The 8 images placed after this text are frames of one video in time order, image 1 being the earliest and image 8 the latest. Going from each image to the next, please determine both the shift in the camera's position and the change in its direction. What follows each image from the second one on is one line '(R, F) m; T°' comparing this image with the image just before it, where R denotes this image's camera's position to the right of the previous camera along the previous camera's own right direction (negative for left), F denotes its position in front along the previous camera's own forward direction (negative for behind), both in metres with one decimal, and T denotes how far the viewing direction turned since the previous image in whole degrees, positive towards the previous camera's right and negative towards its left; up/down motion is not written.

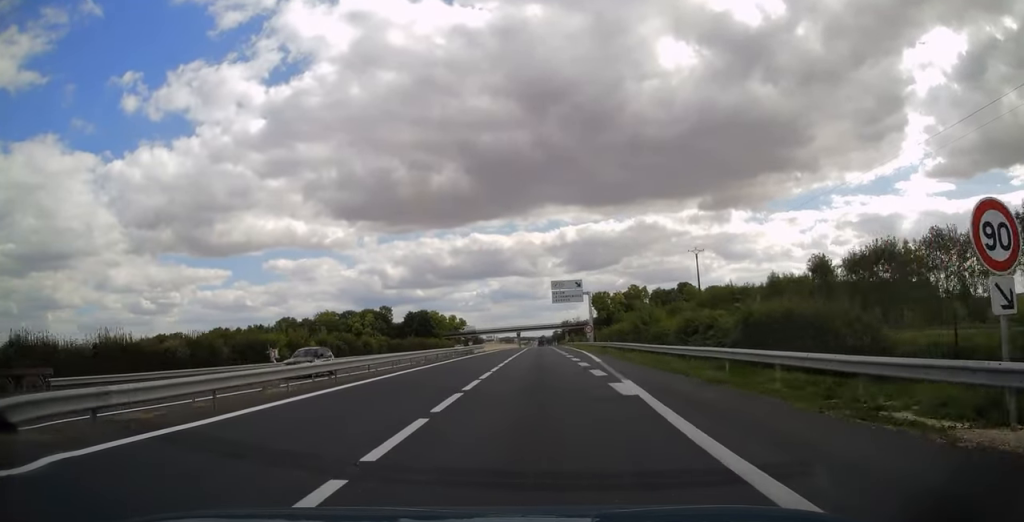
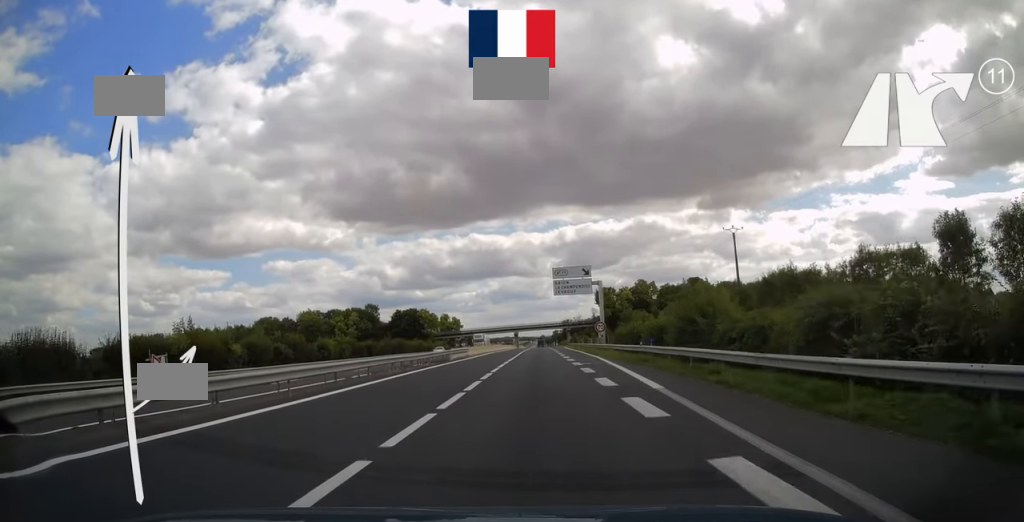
(0.0, +15.7) m; 0°
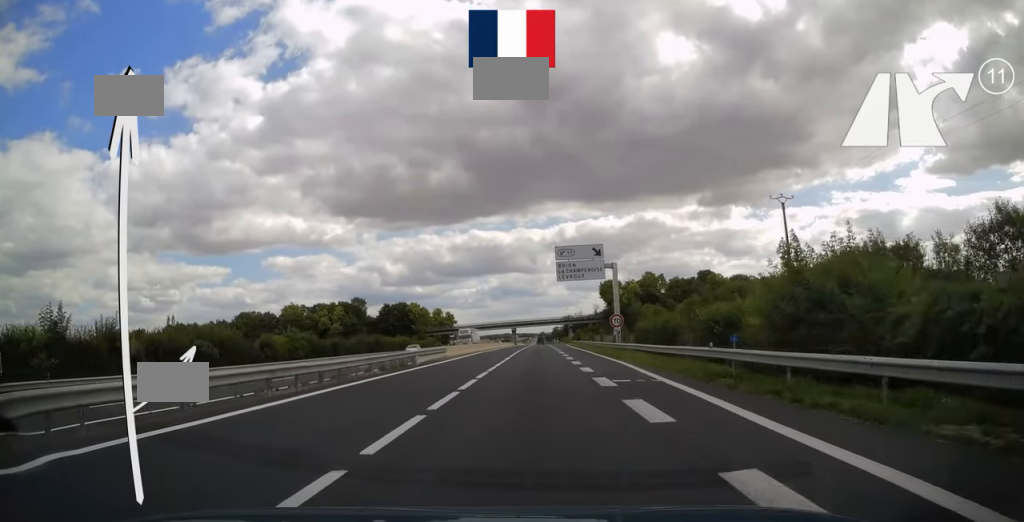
(0.0, +13.3) m; 0°
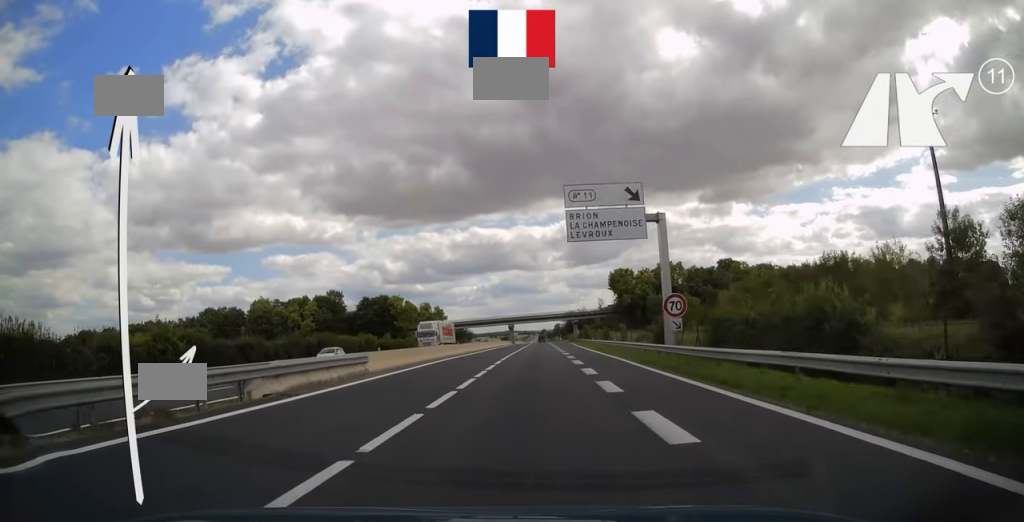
(0.0, +20.7) m; 0°
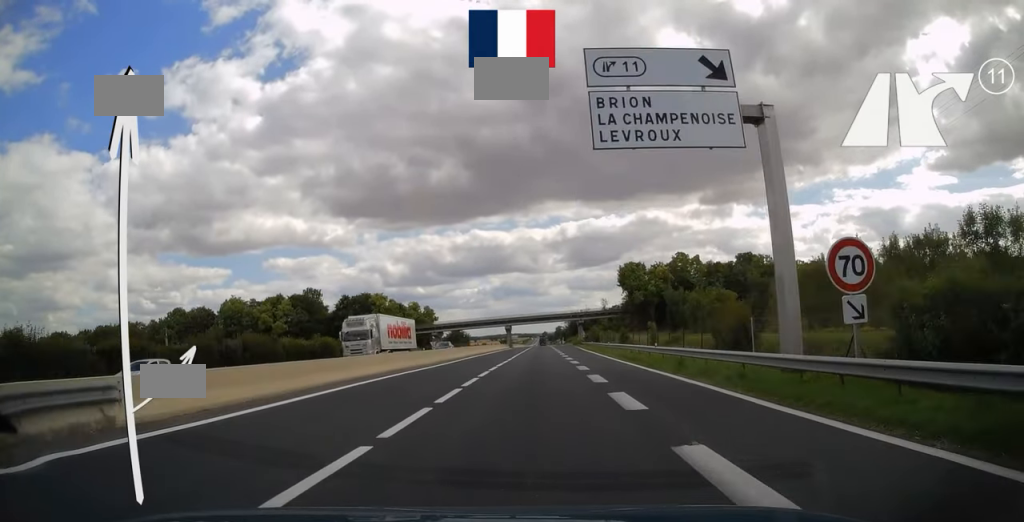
(0.0, +15.8) m; 0°
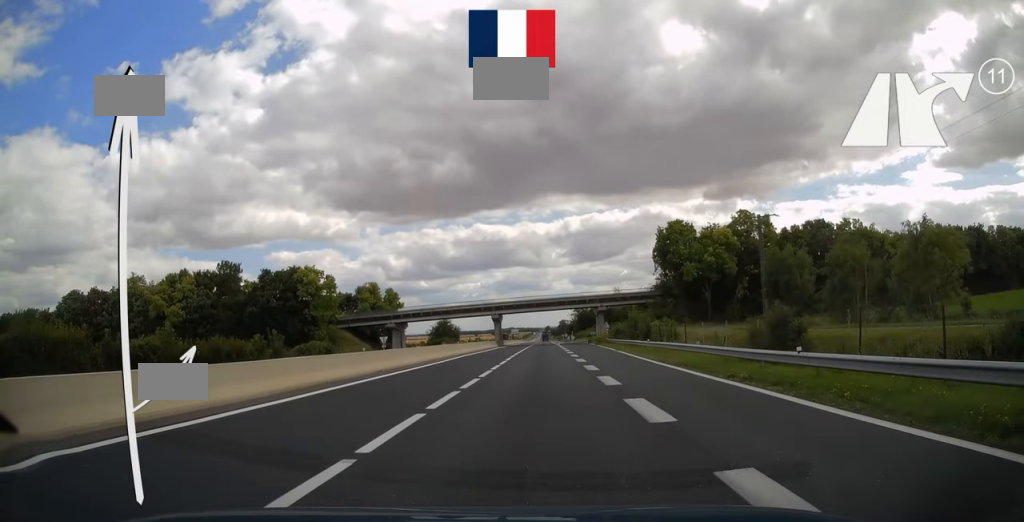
(-0.1, +39.5) m; 0°
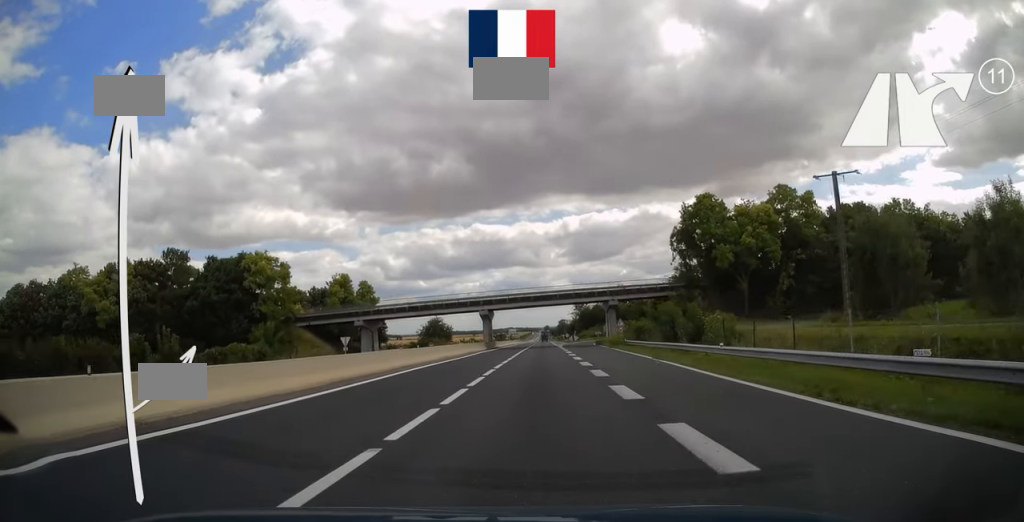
(+0.1, +15.8) m; 0°
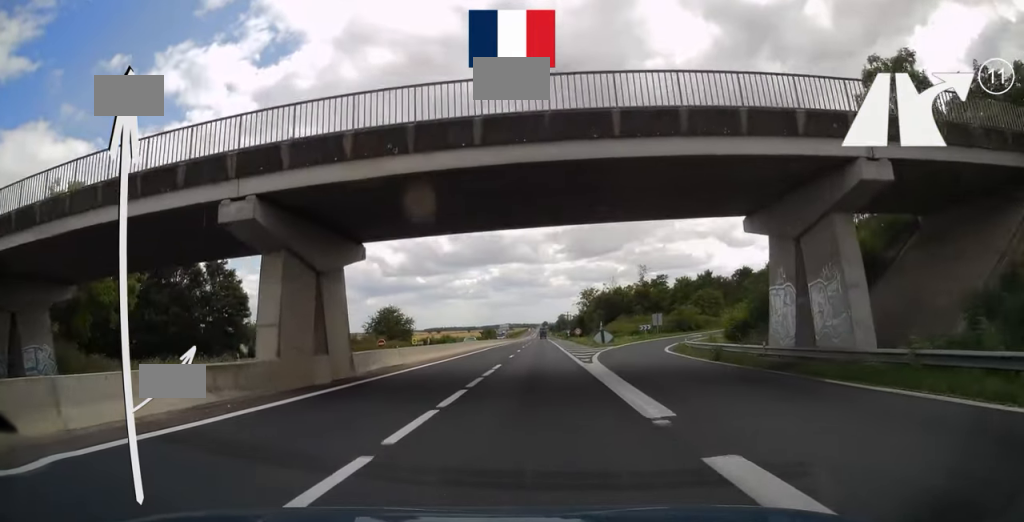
(0.0, +59.3) m; 0°
